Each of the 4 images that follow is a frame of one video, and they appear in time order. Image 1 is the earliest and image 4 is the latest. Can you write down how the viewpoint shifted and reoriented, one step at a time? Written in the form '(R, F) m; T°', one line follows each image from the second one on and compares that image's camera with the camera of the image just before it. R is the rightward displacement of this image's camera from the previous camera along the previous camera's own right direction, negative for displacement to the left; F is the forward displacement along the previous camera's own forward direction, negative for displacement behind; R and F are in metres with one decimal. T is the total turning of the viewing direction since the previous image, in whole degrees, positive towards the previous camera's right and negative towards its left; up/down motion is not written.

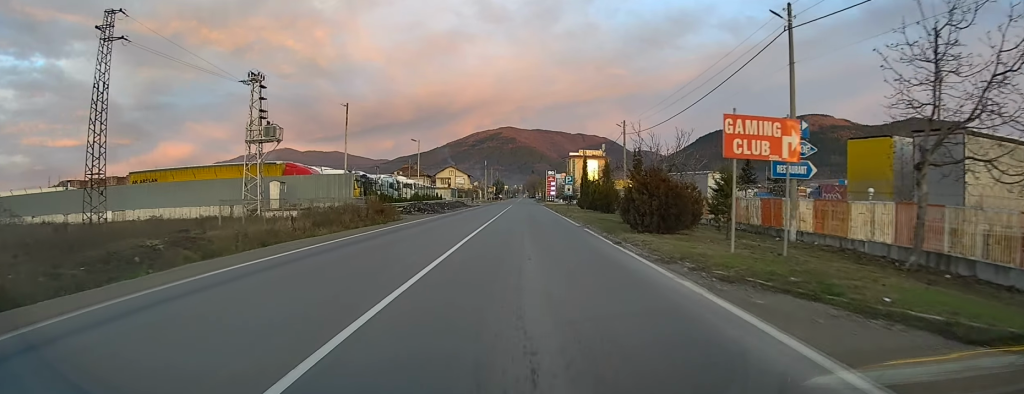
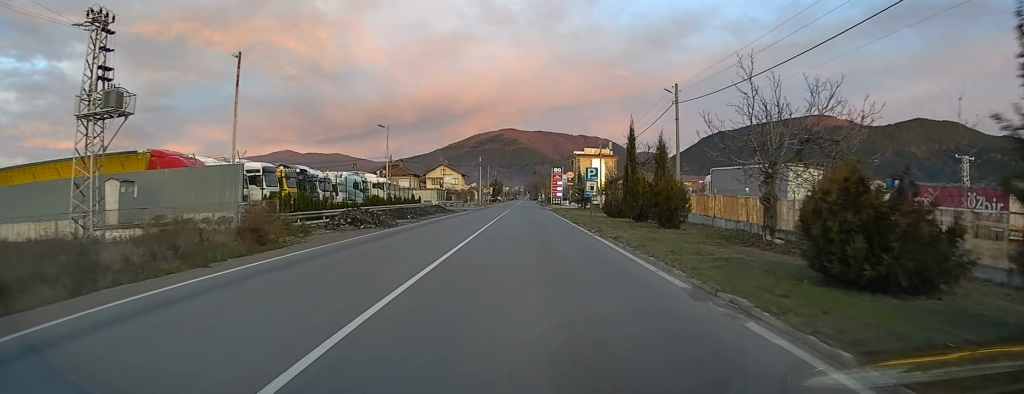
(-0.1, +19.0) m; 0°
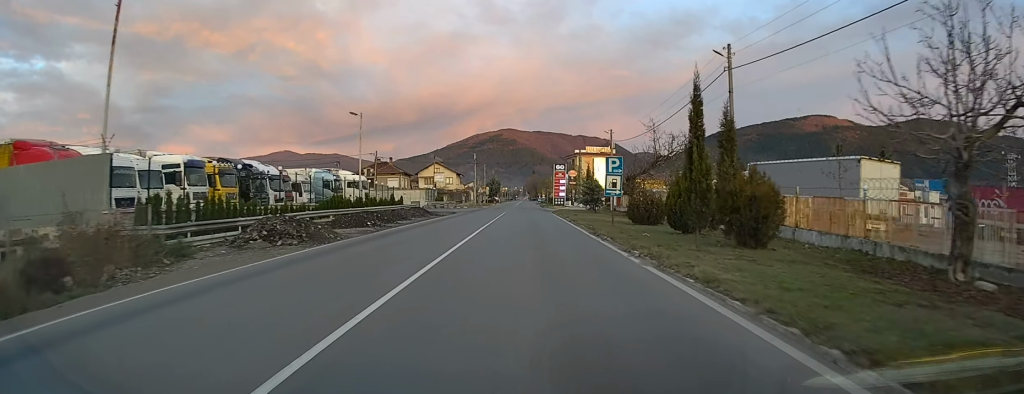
(0.0, +9.8) m; 0°
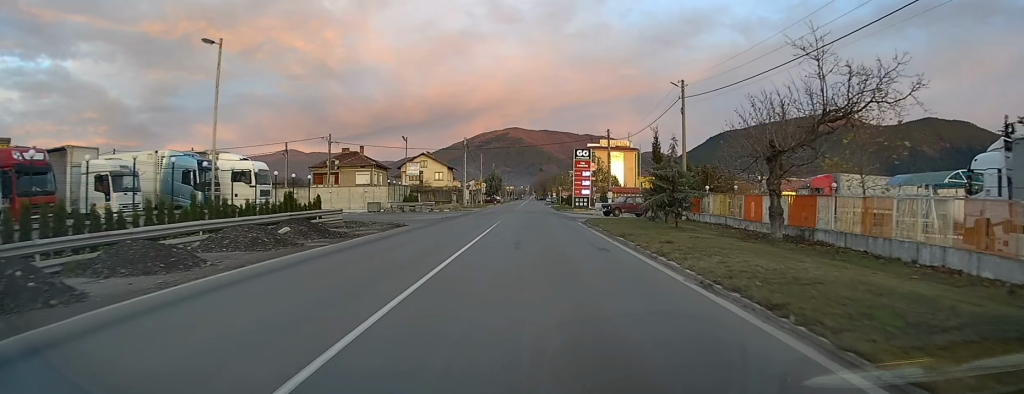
(-0.2, +26.0) m; -1°
